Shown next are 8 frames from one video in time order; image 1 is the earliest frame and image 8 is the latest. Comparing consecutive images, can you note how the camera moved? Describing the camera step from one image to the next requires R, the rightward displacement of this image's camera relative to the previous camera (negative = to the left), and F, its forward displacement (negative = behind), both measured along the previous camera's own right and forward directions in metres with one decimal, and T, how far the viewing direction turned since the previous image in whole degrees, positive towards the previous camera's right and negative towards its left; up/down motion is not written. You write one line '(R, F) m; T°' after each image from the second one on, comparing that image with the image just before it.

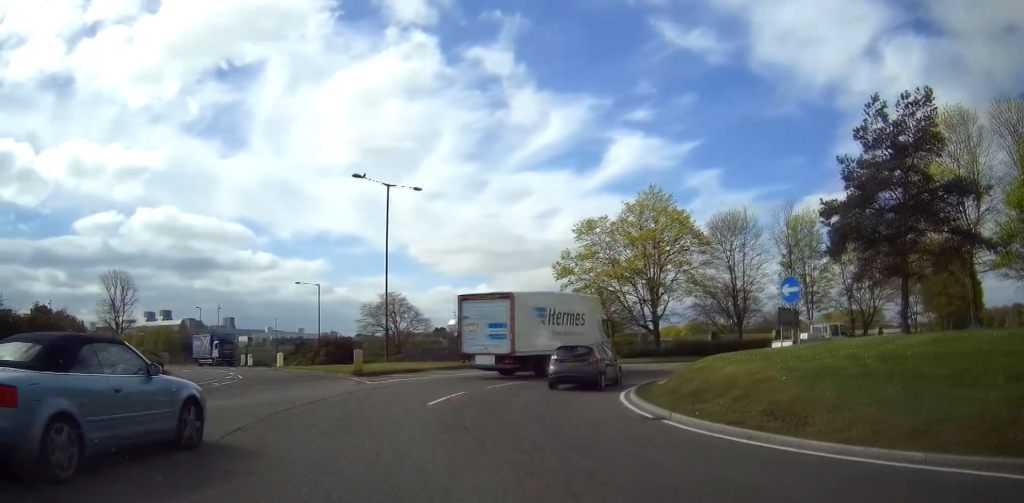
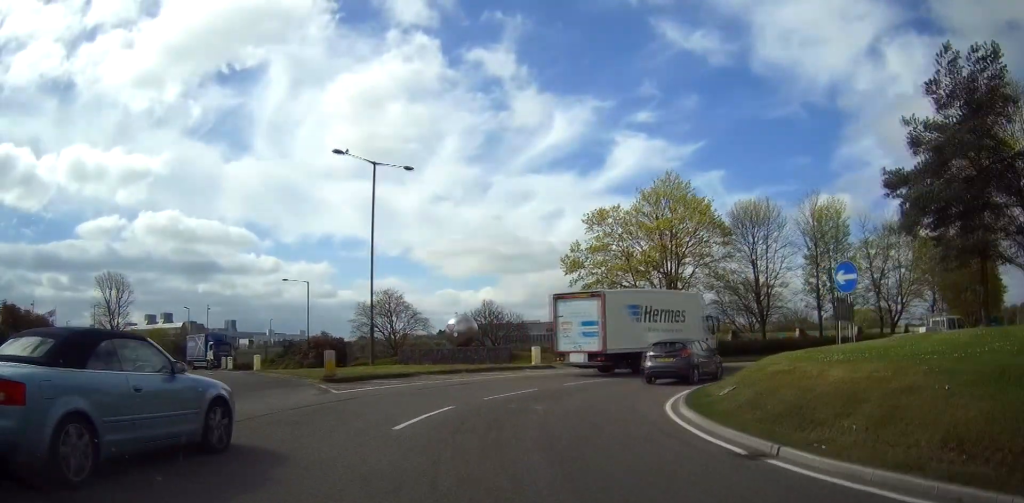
(0.0, +5.3) m; +1°
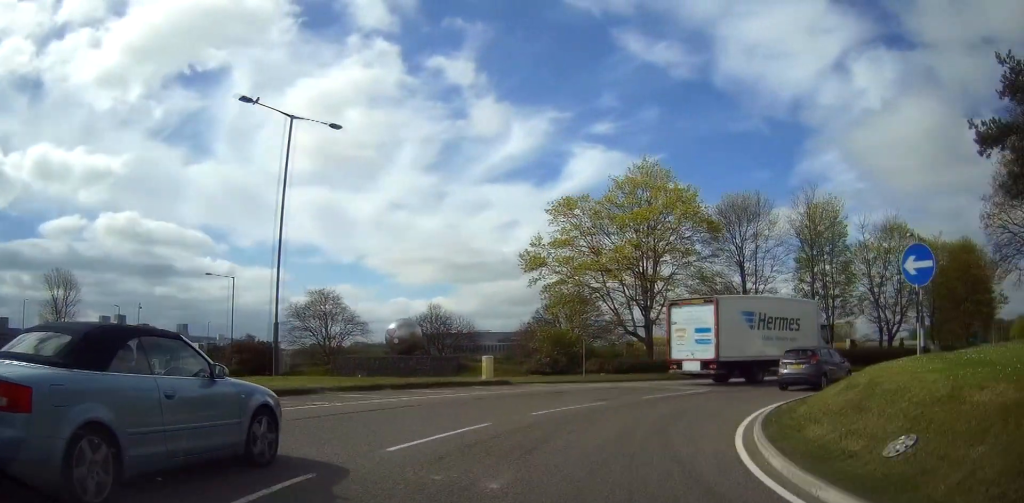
(+0.1, +7.9) m; +5°
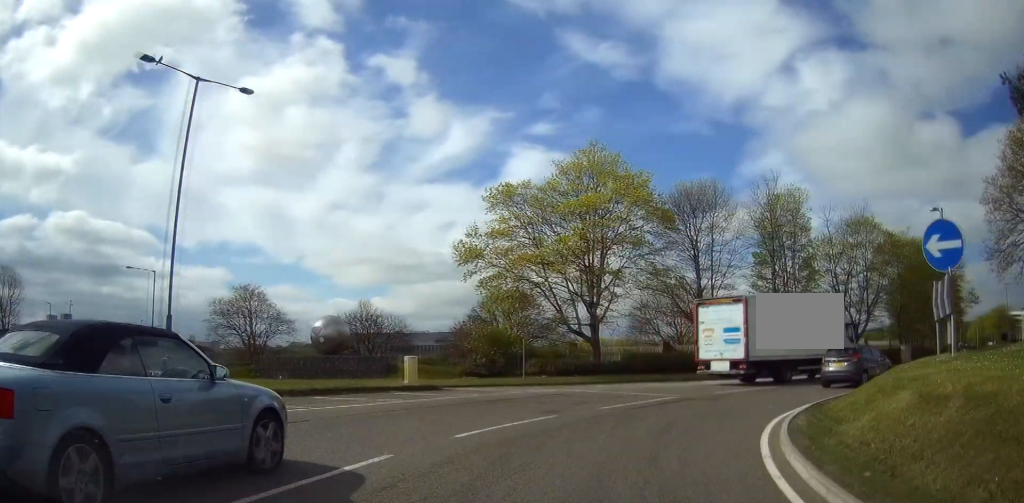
(+0.3, +4.1) m; +6°
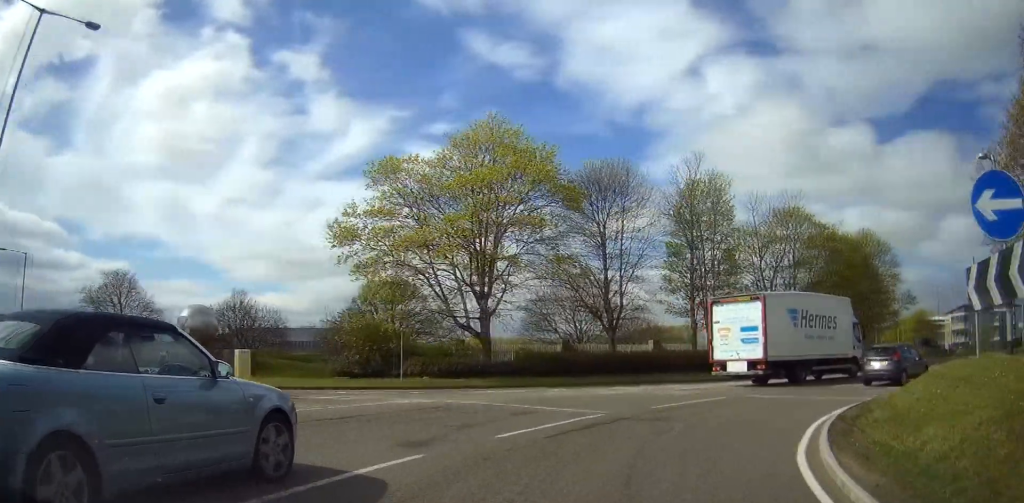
(+0.2, +5.5) m; +11°
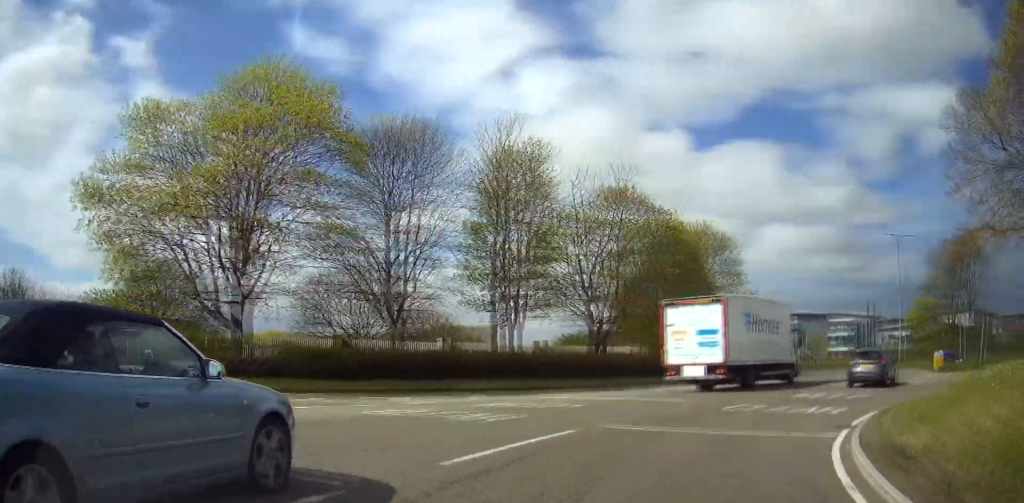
(+0.8, +7.5) m; +29°
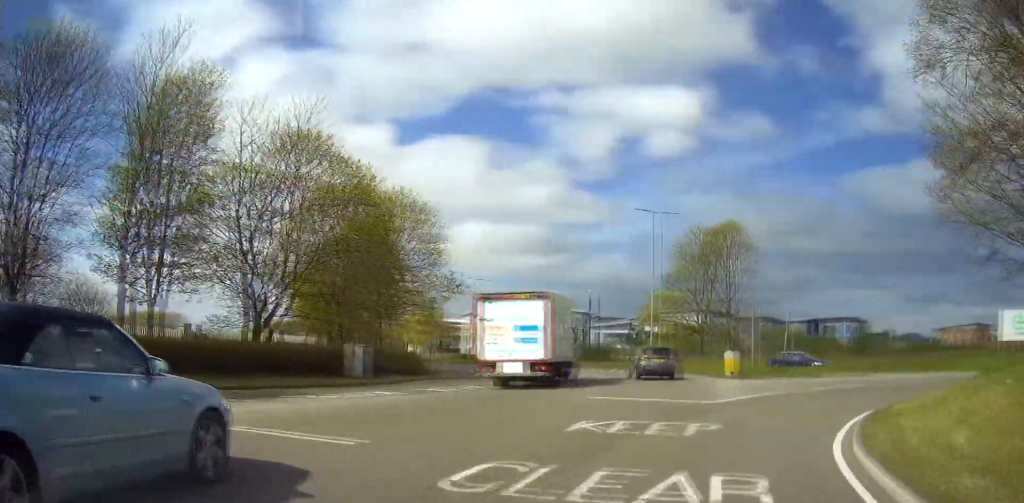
(+3.8, +9.1) m; +24°
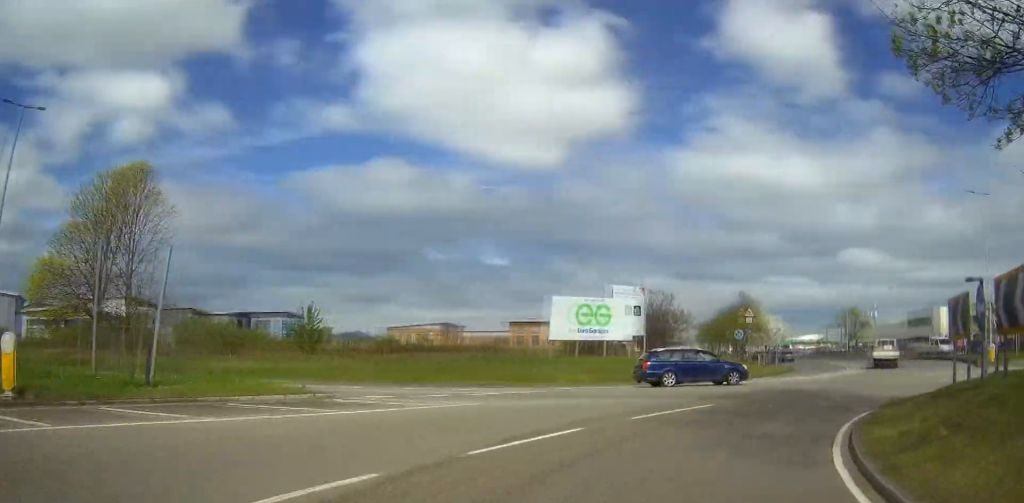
(+3.3, +18.1) m; +35°
